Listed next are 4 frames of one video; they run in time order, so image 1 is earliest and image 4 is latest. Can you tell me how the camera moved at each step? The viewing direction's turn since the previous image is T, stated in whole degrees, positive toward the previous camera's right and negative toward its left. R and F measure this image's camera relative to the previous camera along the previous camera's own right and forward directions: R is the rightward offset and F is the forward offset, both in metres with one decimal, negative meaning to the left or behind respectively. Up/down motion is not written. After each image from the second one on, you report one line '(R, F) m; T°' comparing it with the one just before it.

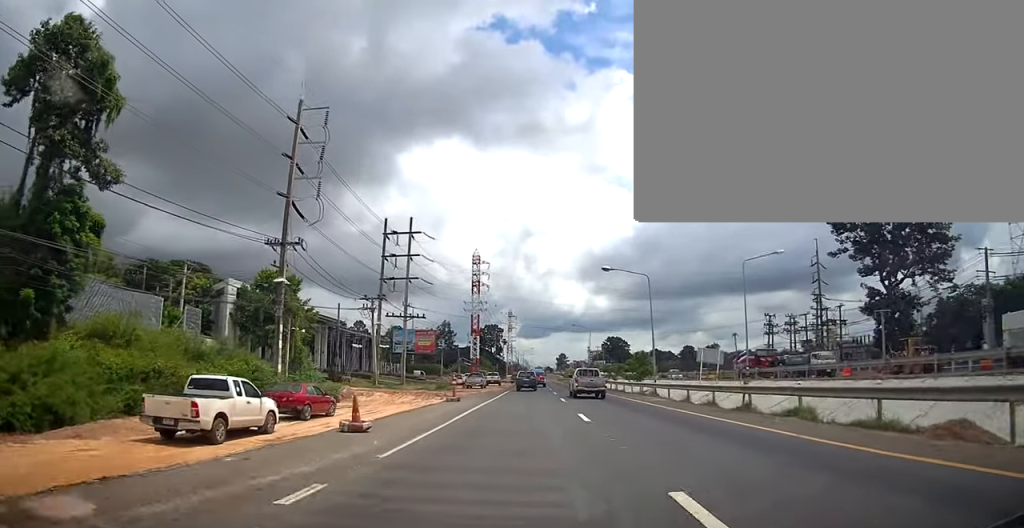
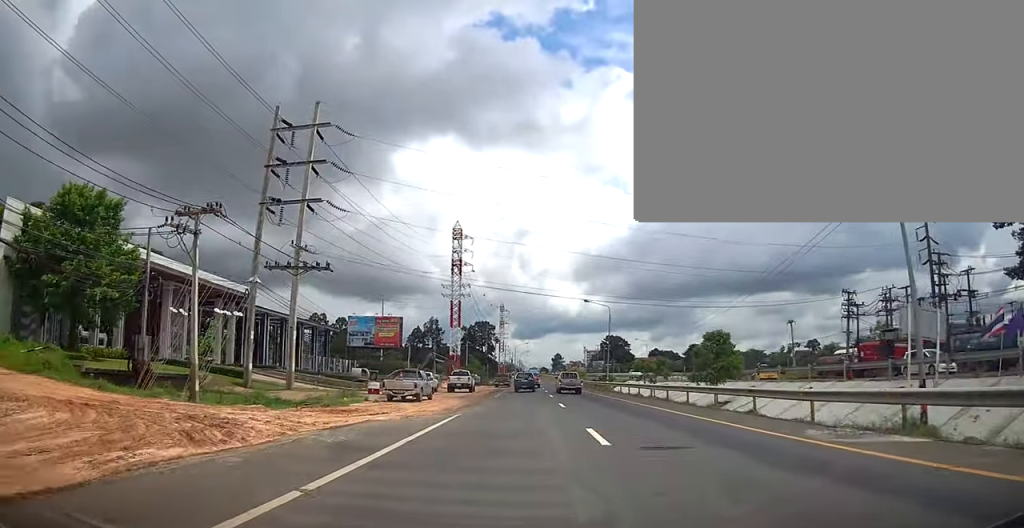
(+0.1, +29.7) m; 0°
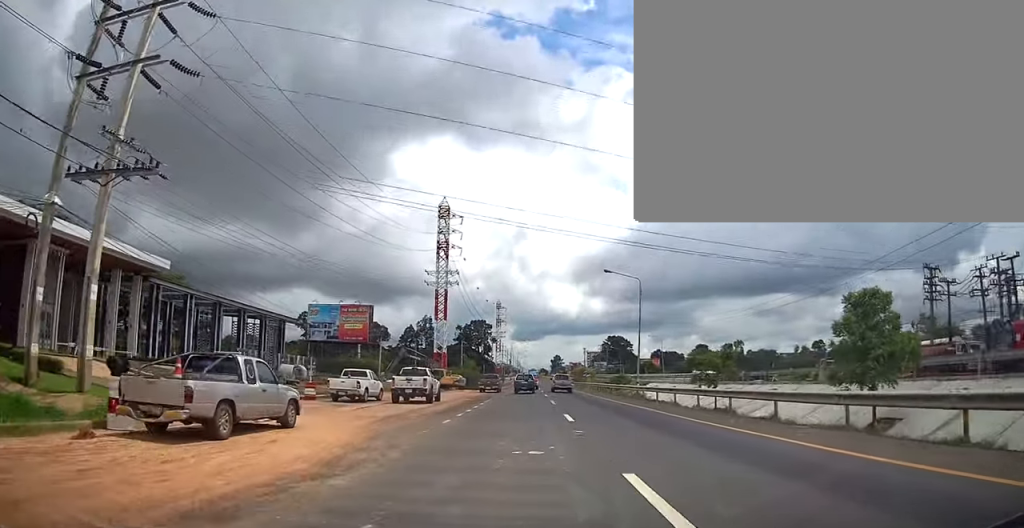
(-0.2, +18.2) m; 0°
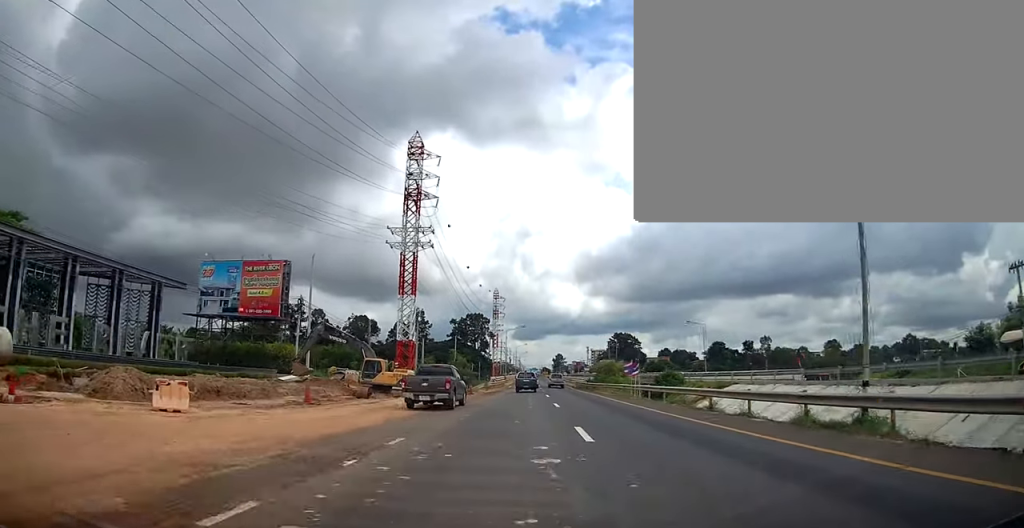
(-0.2, +30.0) m; -1°
